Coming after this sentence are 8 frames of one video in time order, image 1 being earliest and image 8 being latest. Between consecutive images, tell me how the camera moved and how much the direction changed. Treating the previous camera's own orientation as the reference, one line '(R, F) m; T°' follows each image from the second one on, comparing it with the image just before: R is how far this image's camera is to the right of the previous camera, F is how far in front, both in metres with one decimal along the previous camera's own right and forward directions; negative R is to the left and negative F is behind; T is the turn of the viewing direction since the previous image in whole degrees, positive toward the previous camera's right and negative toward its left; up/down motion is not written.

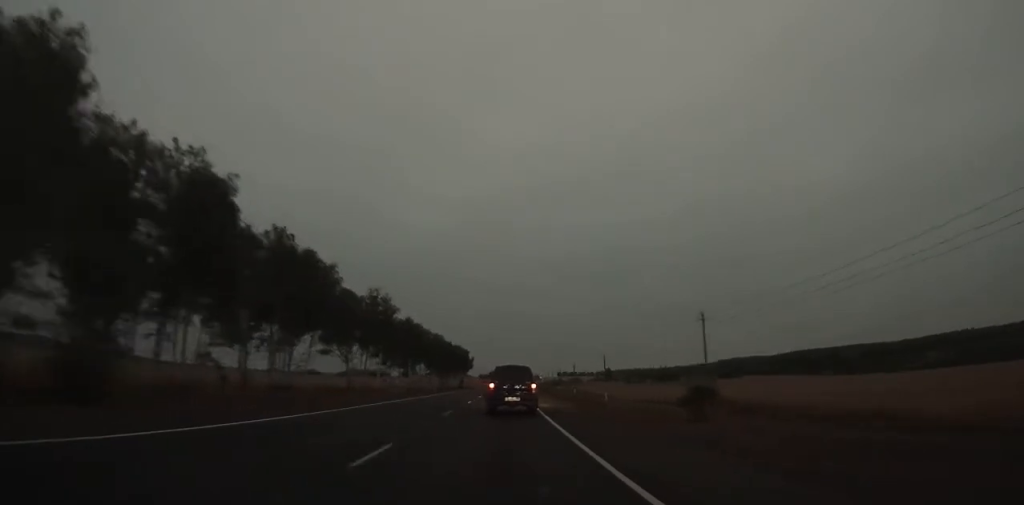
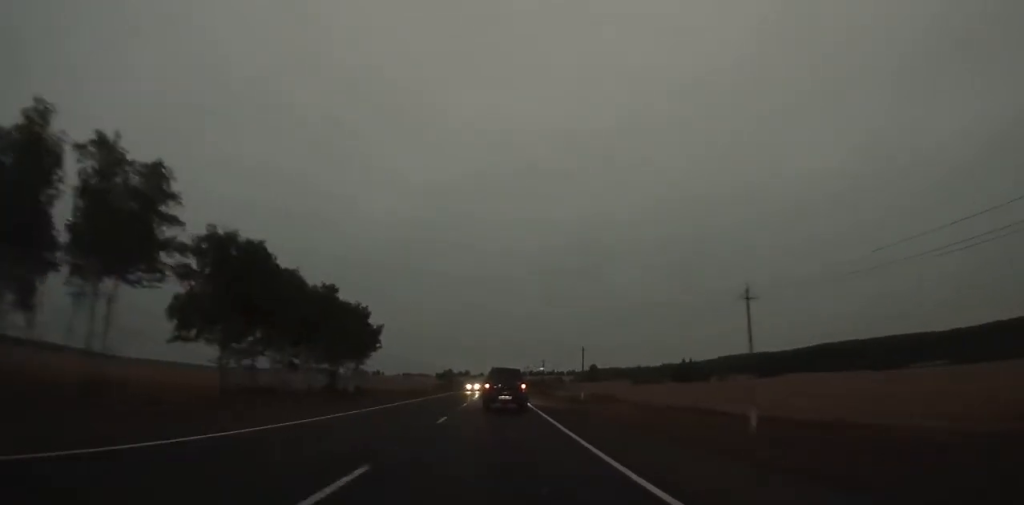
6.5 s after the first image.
(+4.9, +137.4) m; +4°
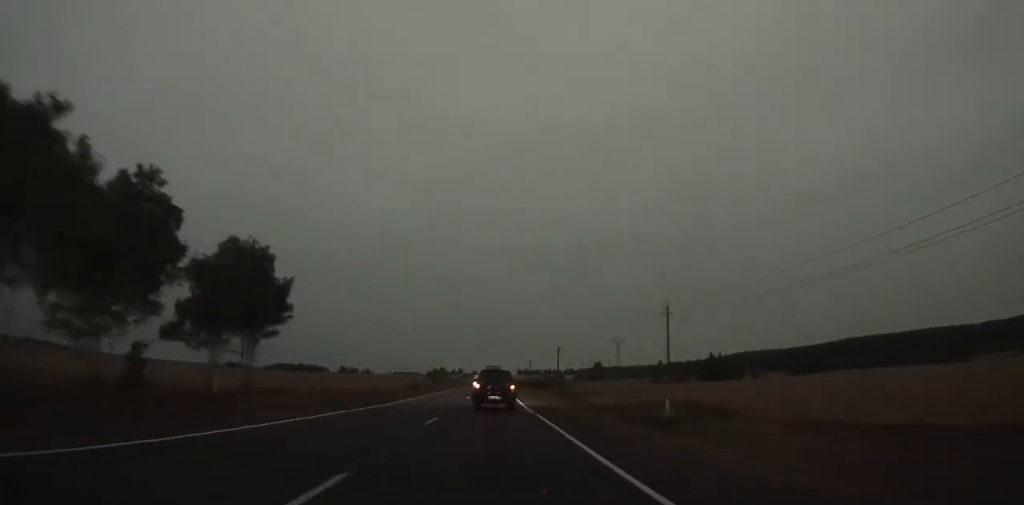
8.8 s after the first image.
(+0.4, +48.5) m; +1°
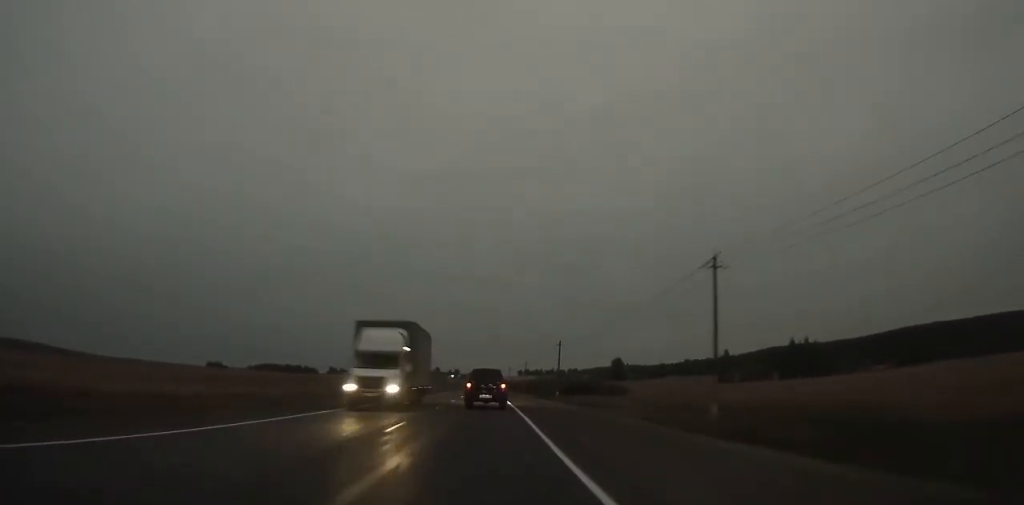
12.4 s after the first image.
(+0.3, +76.3) m; 0°
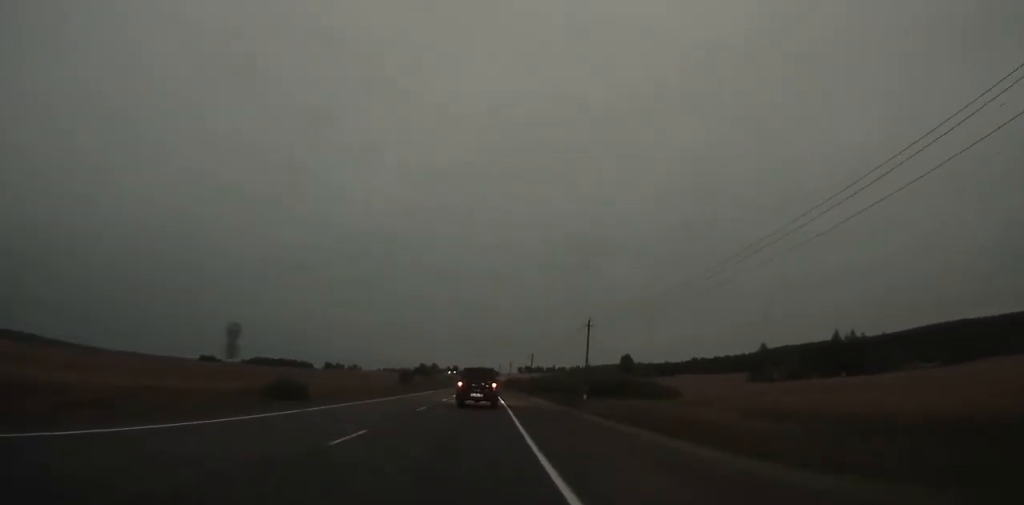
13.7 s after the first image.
(0.0, +27.5) m; 0°
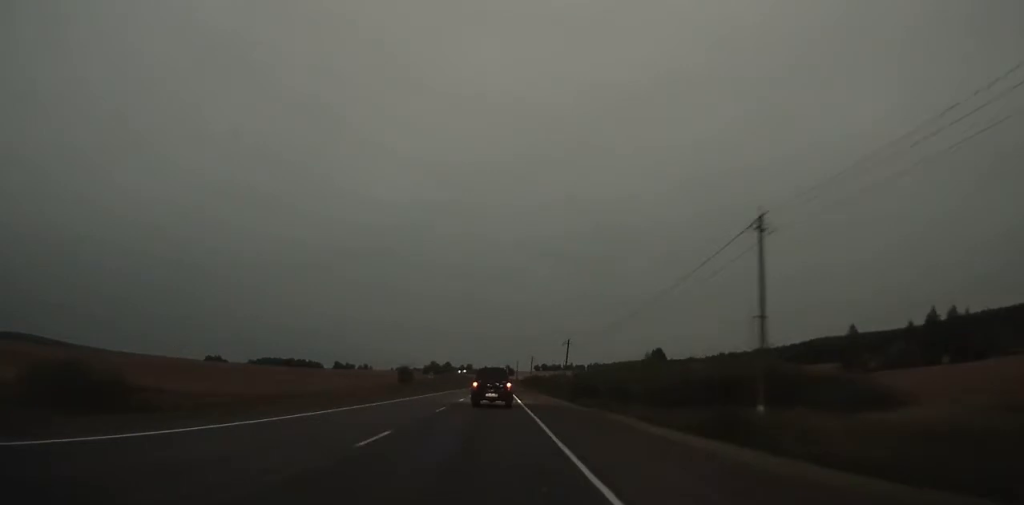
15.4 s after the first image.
(-0.1, +36.2) m; 0°
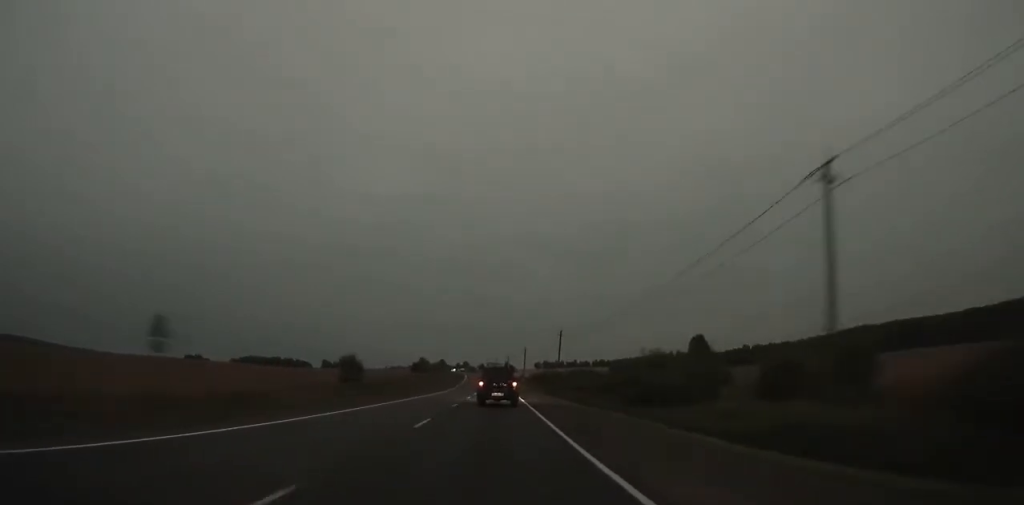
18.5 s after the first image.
(-0.5, +66.1) m; 0°
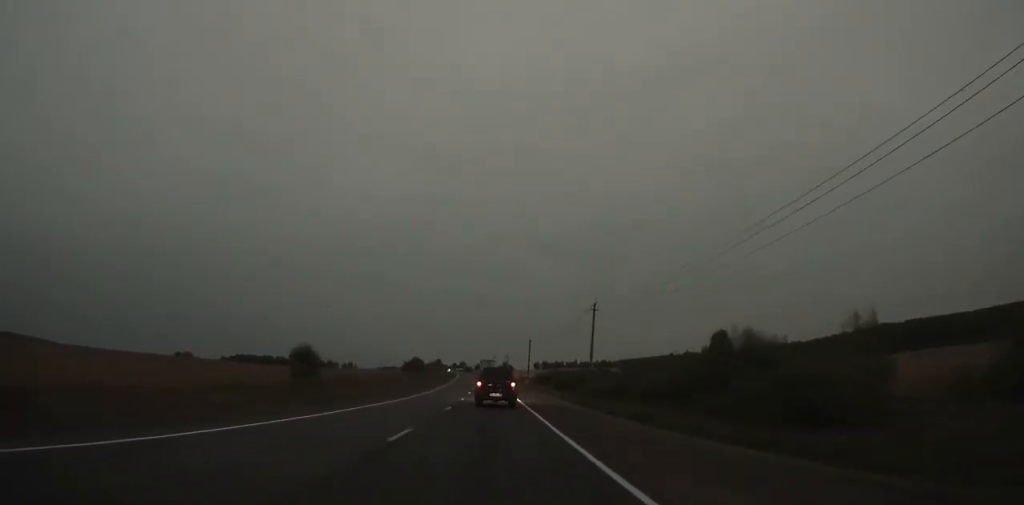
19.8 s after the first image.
(+0.1, +27.8) m; 0°
